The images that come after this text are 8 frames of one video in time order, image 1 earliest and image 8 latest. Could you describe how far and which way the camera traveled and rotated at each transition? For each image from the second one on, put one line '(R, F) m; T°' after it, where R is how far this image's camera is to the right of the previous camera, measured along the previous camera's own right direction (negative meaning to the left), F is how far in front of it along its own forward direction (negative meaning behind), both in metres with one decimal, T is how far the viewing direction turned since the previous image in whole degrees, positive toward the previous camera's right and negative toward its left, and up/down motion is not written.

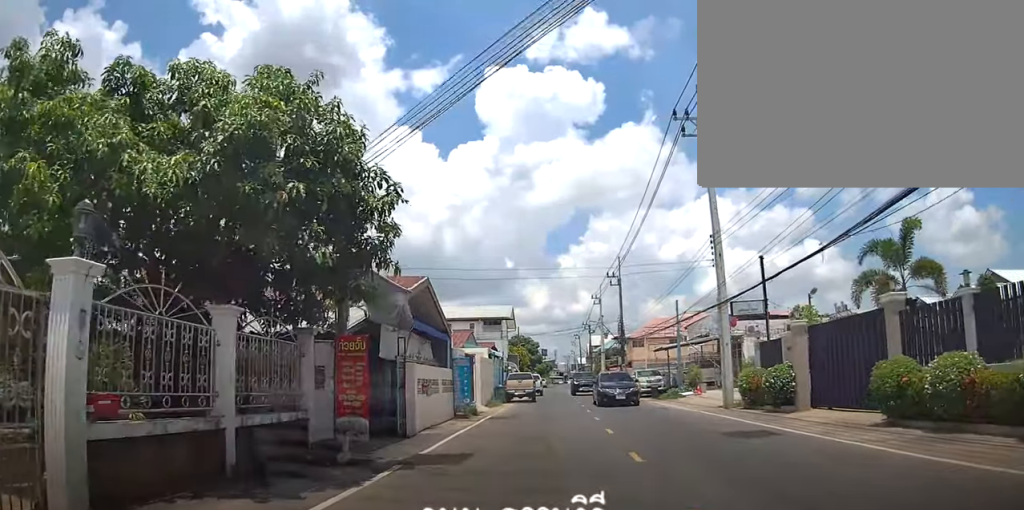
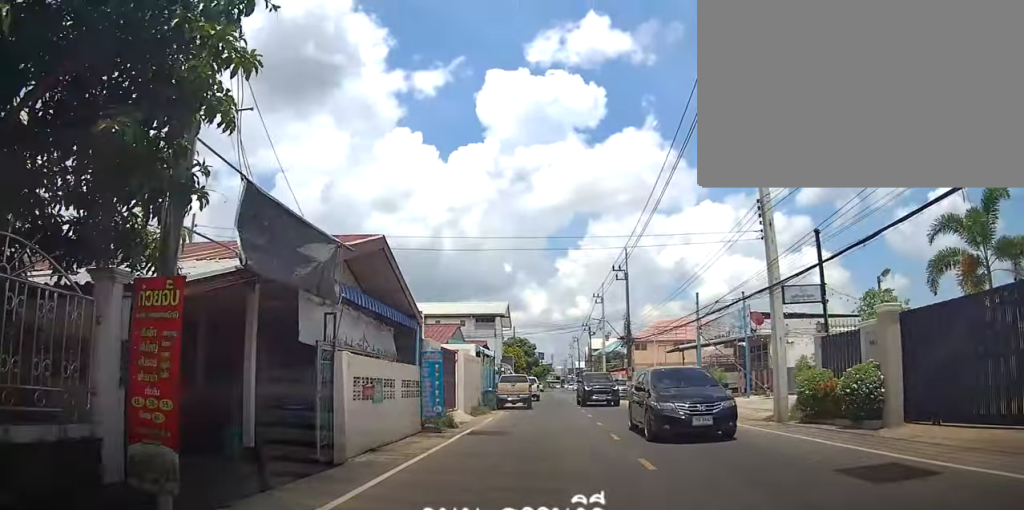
(-0.3, +5.3) m; +3°
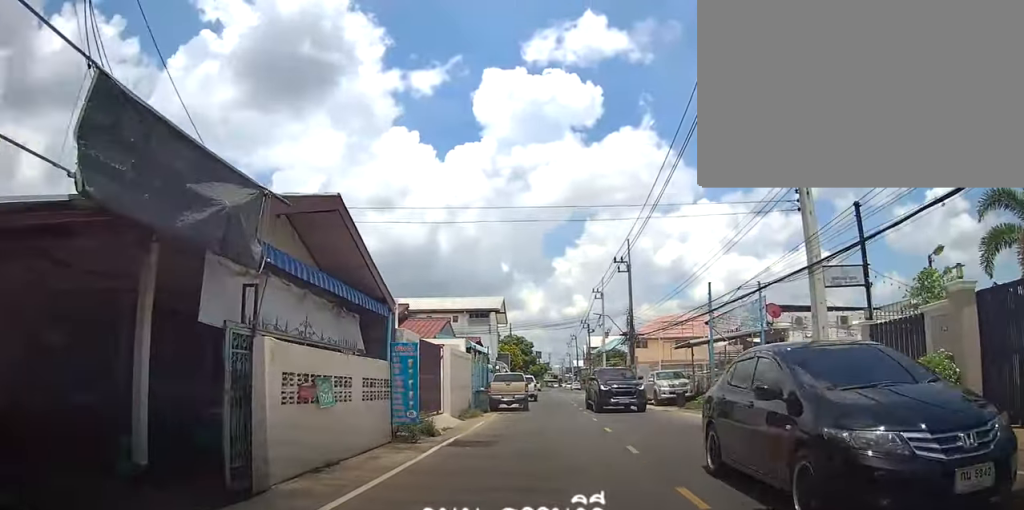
(+0.3, +2.9) m; +4°
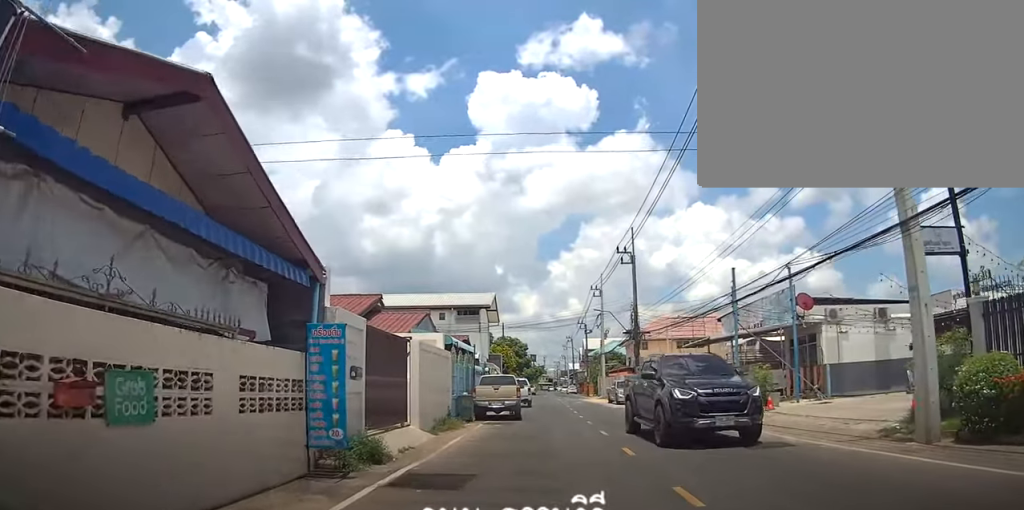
(+0.2, +4.5) m; +2°
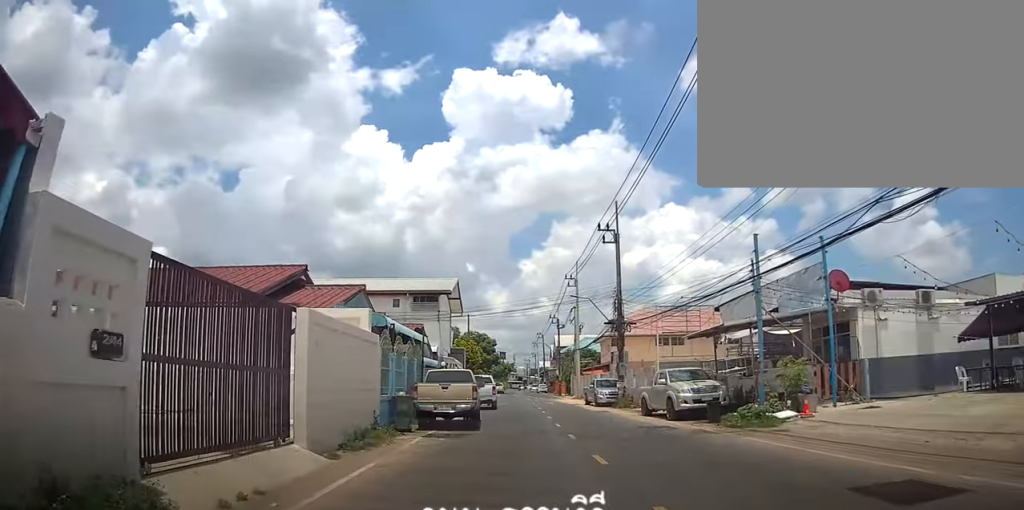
(0.0, +5.8) m; +1°
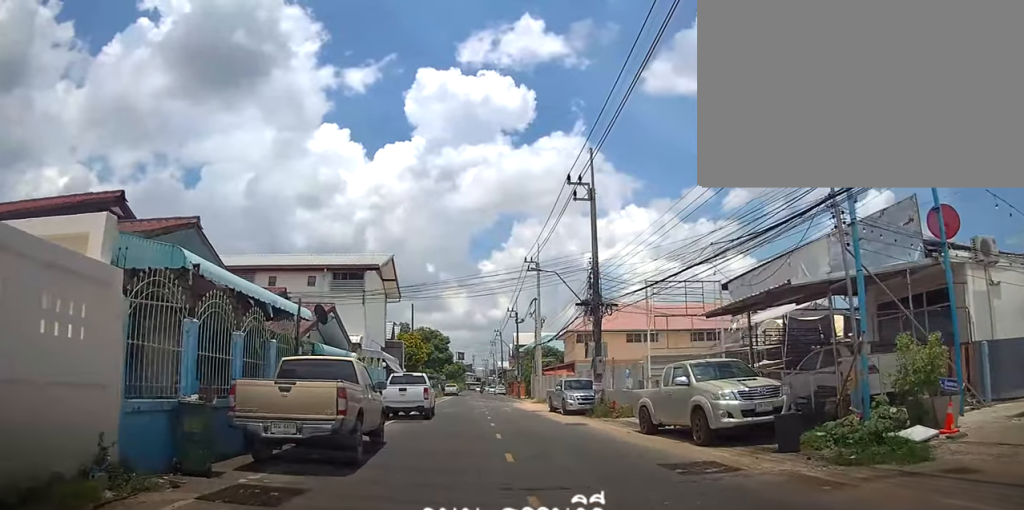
(+0.2, +7.7) m; +2°
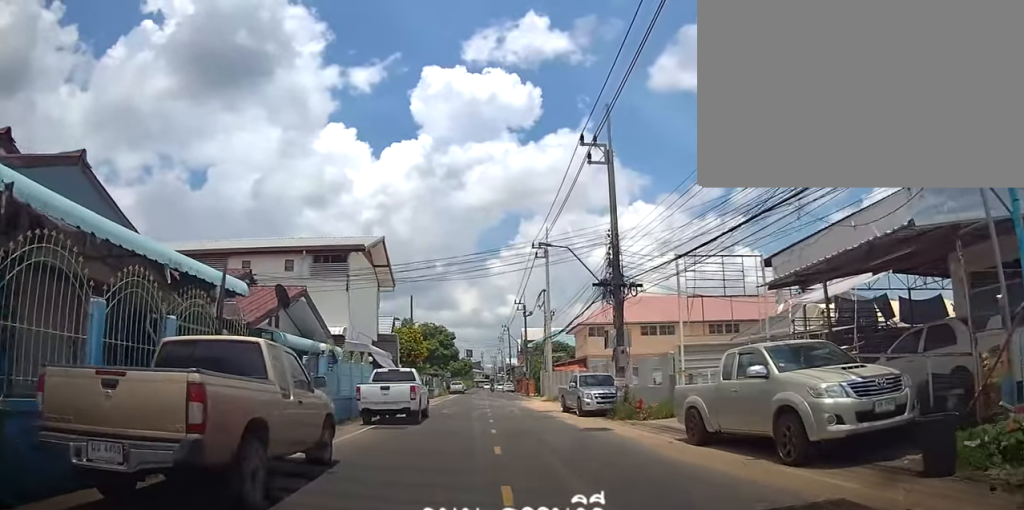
(0.0, +3.4) m; +2°
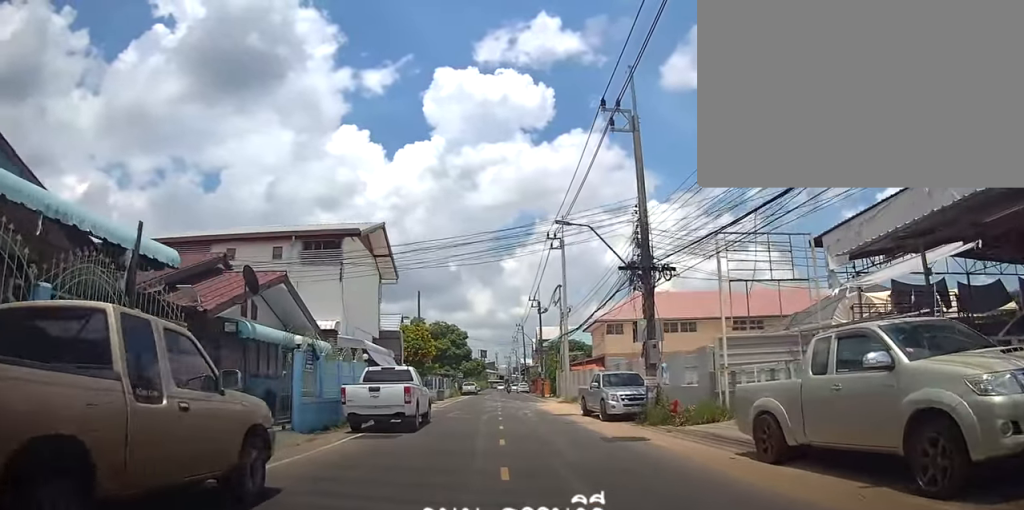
(-0.1, +2.4) m; +2°
